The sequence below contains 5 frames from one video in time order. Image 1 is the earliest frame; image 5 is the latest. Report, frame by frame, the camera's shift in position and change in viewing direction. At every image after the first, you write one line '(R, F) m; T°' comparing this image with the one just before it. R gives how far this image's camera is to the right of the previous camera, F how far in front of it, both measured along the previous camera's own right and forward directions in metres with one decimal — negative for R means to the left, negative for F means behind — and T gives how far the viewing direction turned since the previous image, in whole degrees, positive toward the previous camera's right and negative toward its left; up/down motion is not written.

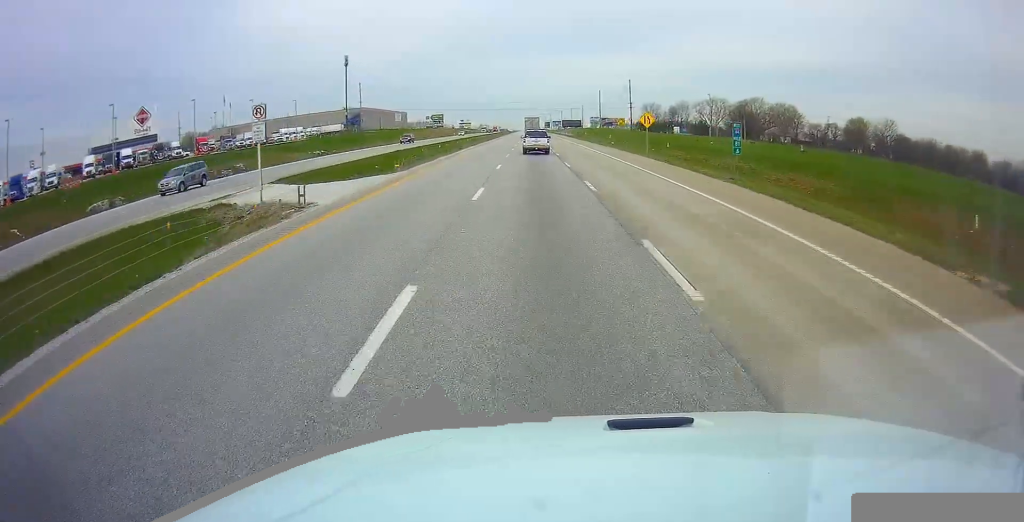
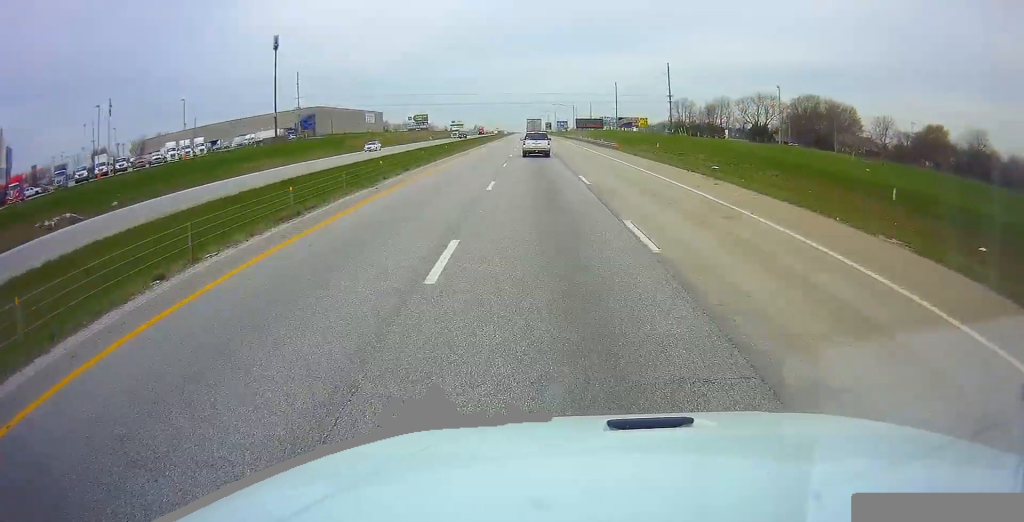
(+0.2, +57.7) m; 0°
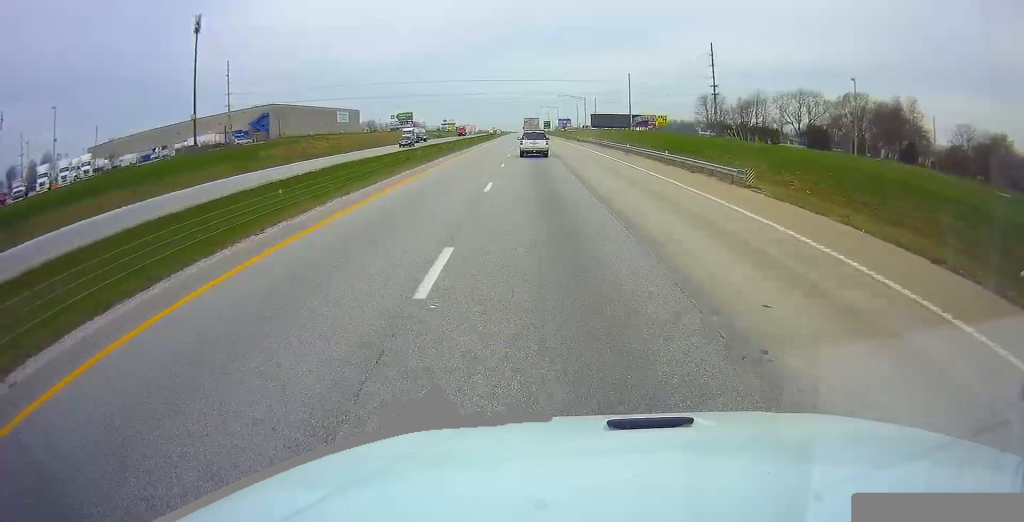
(+0.2, +37.1) m; +1°
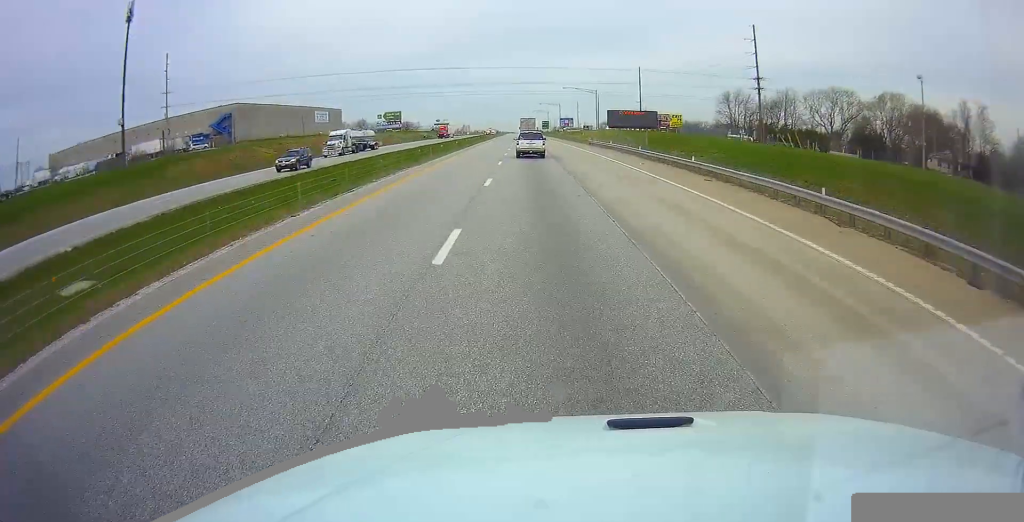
(+0.1, +22.5) m; 0°
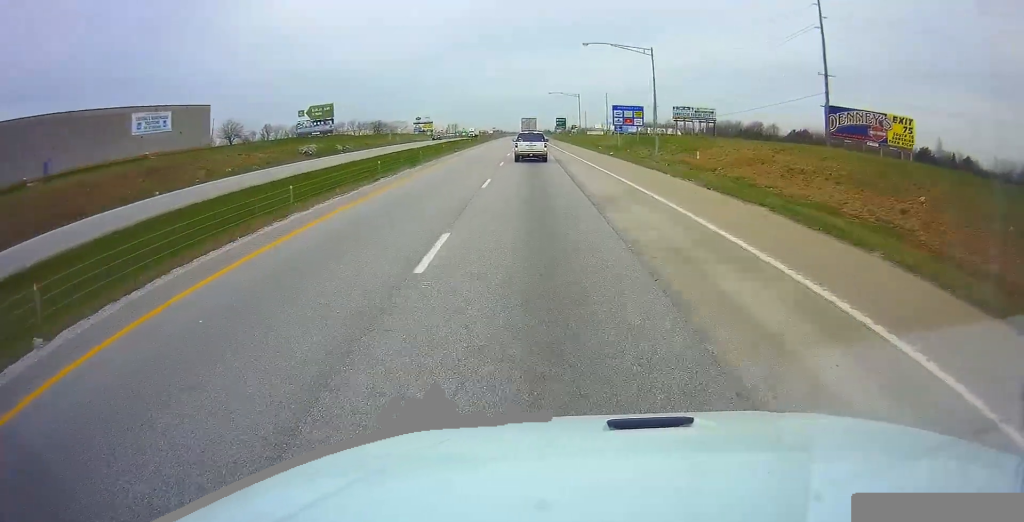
(-1.4, +109.6) m; -1°
